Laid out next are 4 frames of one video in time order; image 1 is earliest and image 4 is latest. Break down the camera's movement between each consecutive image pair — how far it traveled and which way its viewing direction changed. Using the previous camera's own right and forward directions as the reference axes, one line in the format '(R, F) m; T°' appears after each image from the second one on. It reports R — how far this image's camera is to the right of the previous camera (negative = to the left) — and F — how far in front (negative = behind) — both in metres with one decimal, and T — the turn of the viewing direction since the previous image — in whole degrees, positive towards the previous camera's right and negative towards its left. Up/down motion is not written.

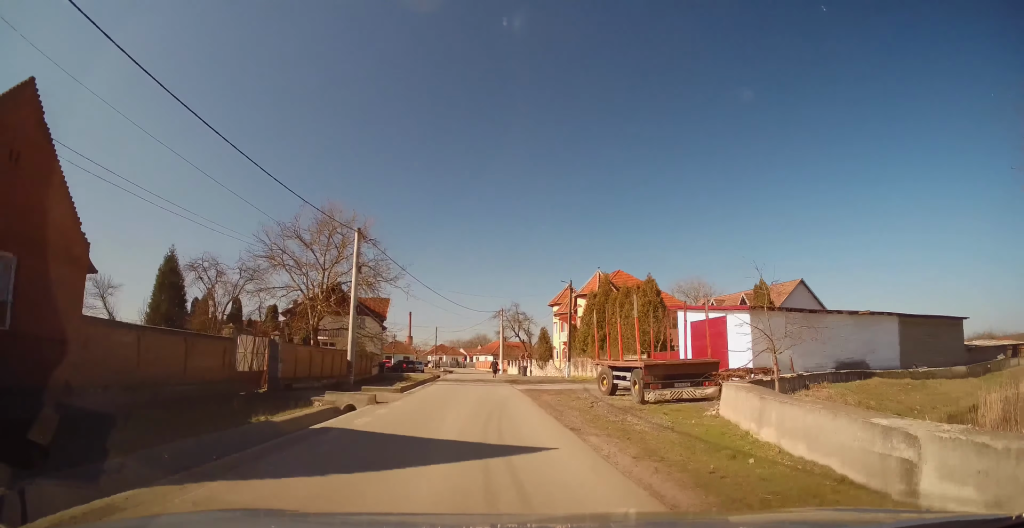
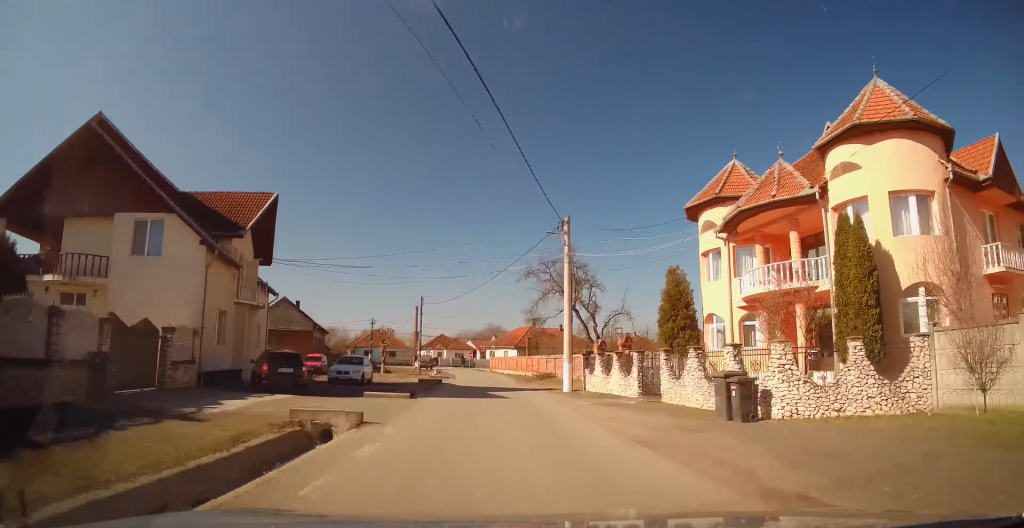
(-1.0, +40.3) m; -2°
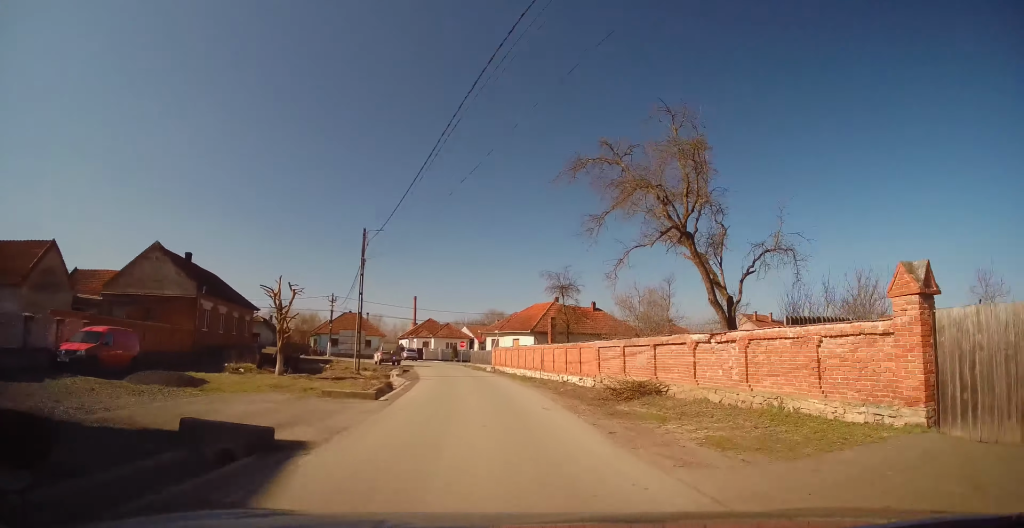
(+1.0, +25.4) m; +2°
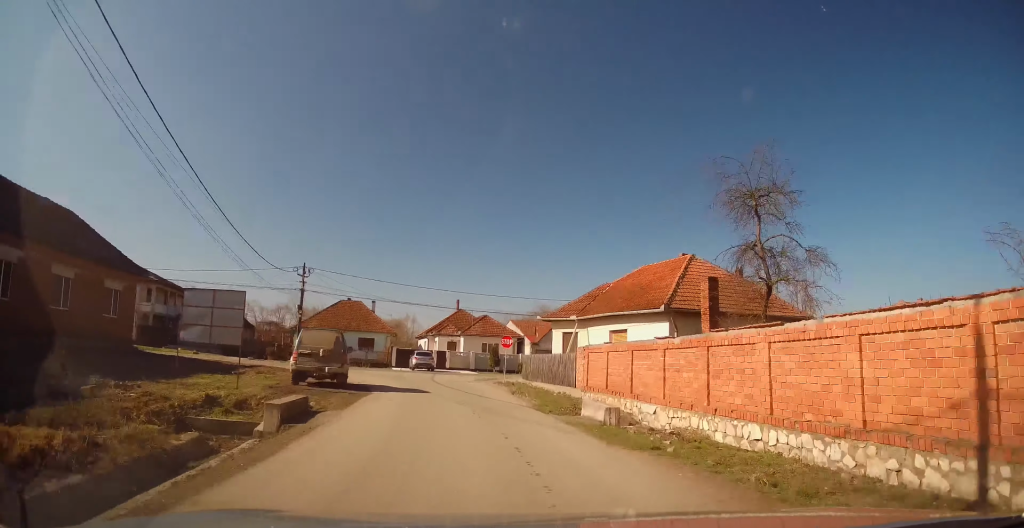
(-0.5, +26.2) m; -5°
